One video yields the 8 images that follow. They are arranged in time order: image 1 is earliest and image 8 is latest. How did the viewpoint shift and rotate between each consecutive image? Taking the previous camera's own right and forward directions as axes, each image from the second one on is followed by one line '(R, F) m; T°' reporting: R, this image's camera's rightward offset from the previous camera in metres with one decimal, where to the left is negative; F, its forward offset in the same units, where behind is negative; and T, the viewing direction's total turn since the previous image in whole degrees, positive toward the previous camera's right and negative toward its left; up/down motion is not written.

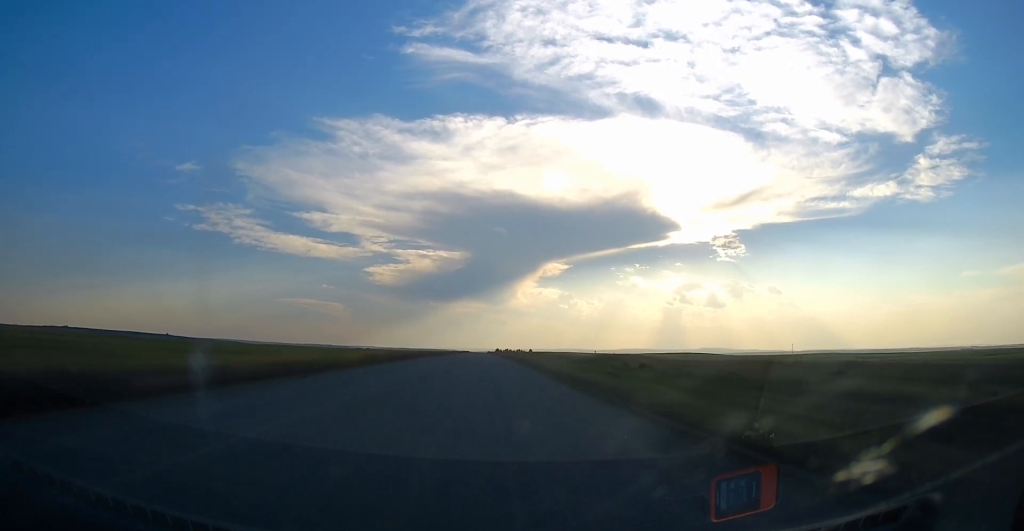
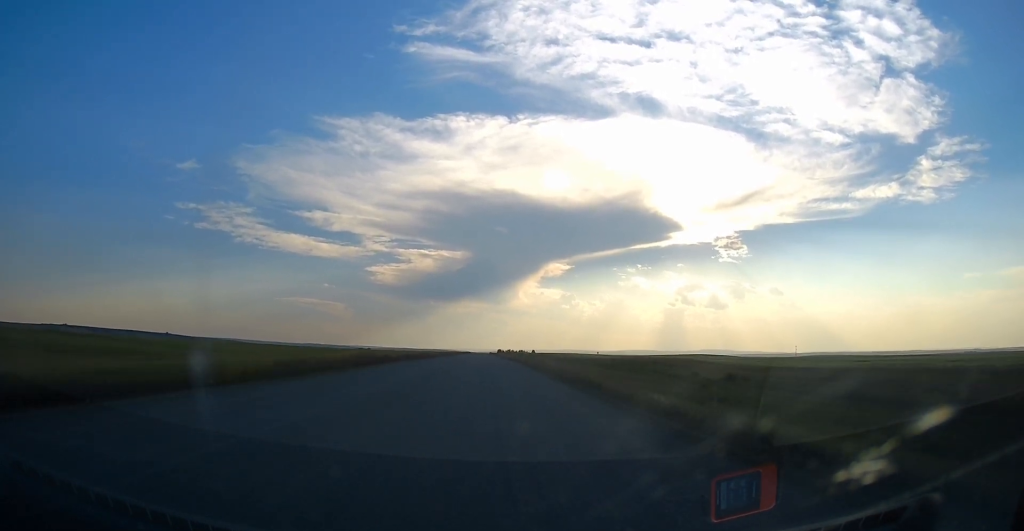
(0.0, +22.0) m; -1°
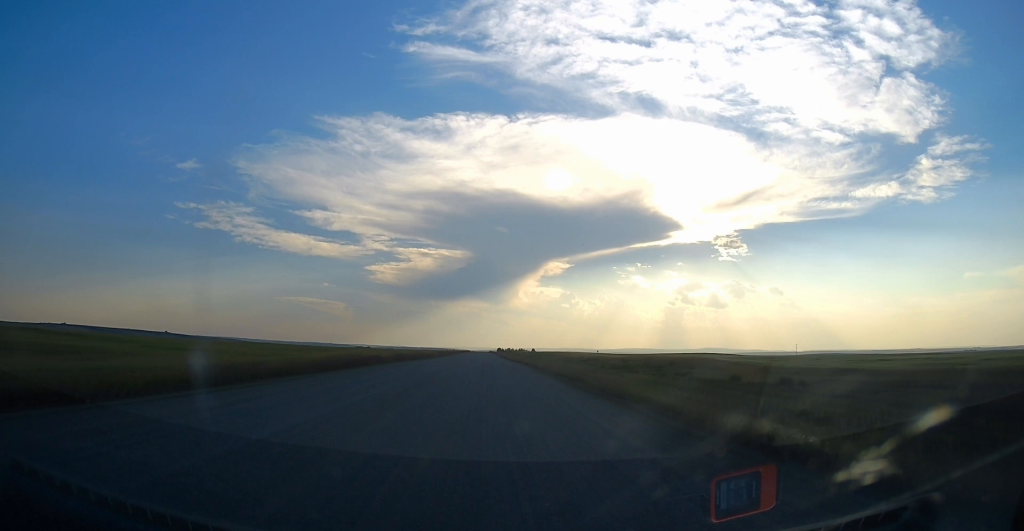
(-0.1, +7.9) m; -1°
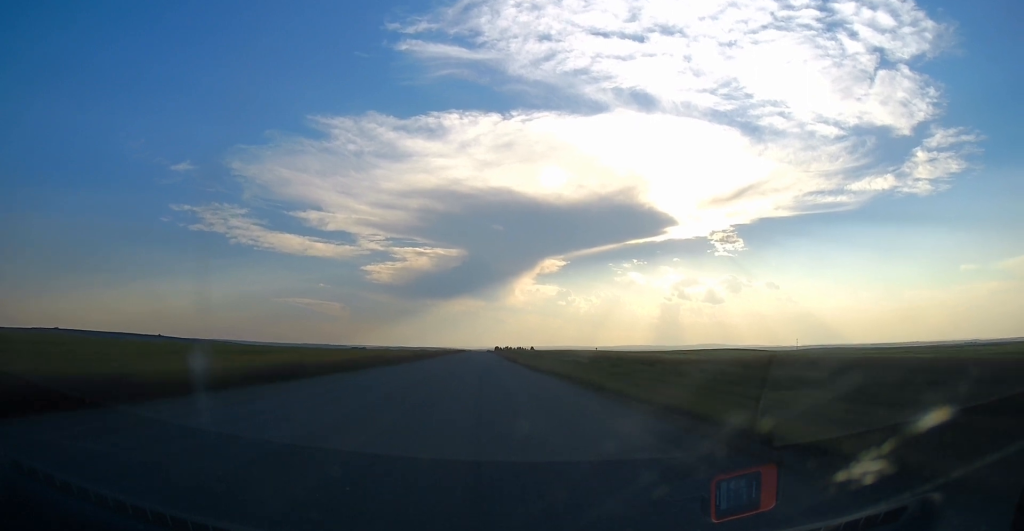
(0.0, +39.4) m; 0°
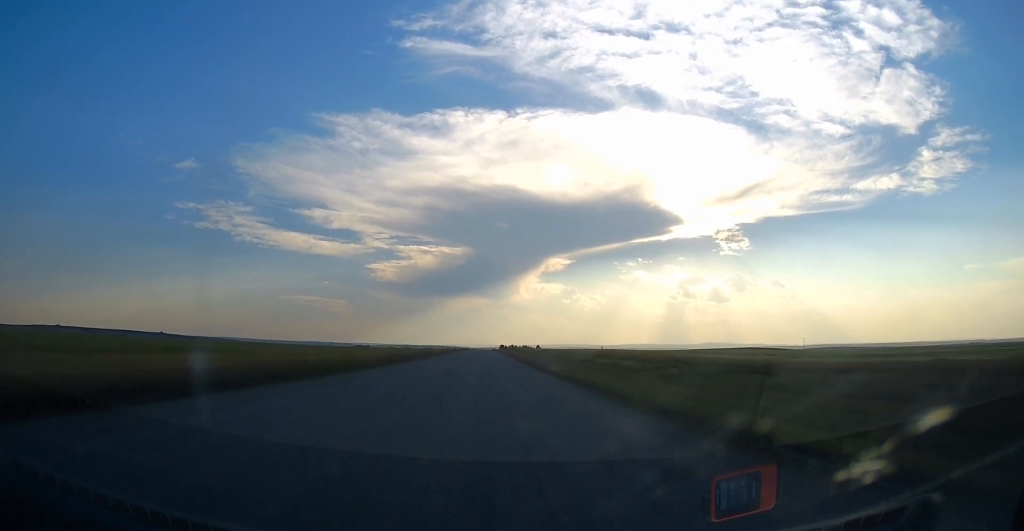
(0.0, +25.3) m; +1°
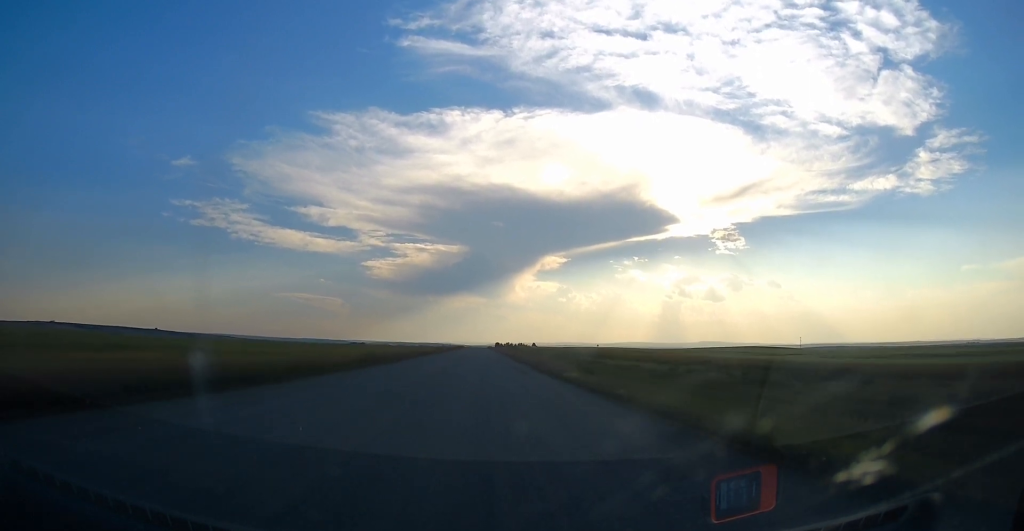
(+0.3, +10.4) m; 0°
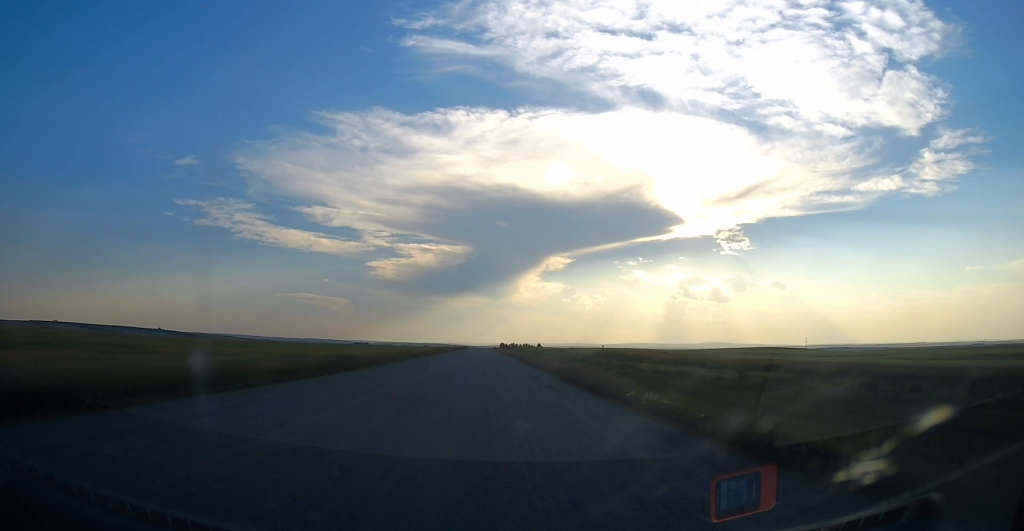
(0.0, +12.6) m; -1°
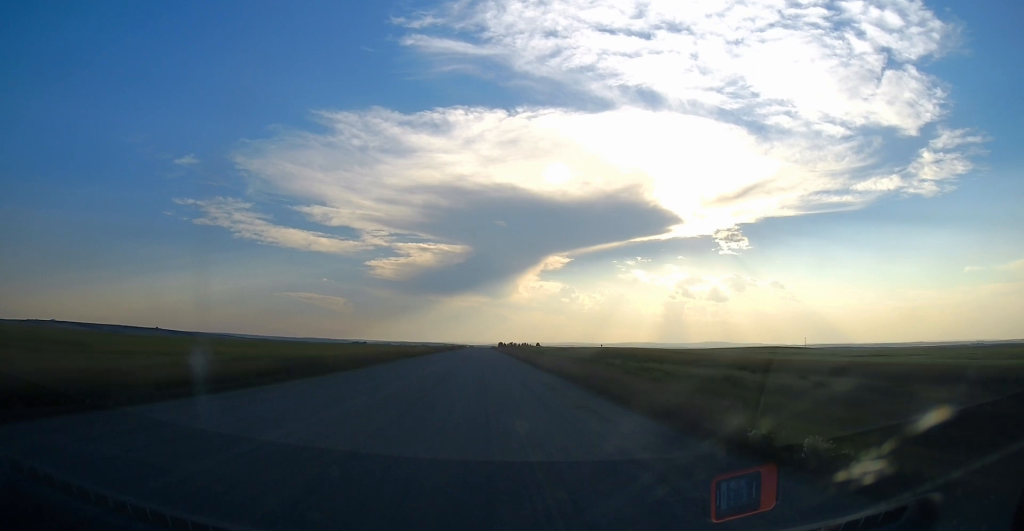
(-0.2, +8.8) m; -1°
